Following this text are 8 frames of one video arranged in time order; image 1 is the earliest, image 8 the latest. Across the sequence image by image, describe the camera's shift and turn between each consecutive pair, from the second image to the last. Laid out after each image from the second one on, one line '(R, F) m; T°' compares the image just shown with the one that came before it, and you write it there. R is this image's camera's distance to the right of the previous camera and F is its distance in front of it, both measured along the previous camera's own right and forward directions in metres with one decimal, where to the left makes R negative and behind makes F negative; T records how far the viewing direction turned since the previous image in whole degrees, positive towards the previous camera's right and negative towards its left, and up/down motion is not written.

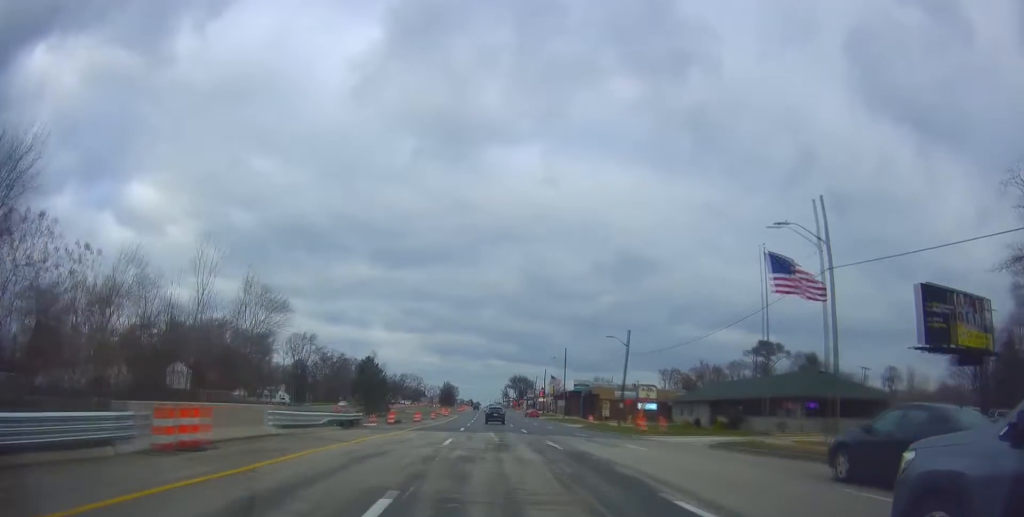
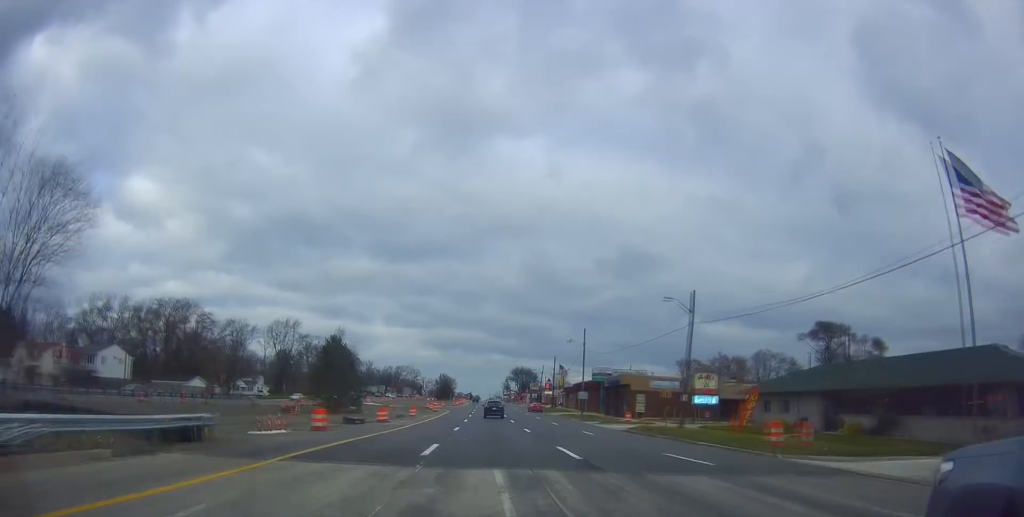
(-0.4, +19.9) m; 0°
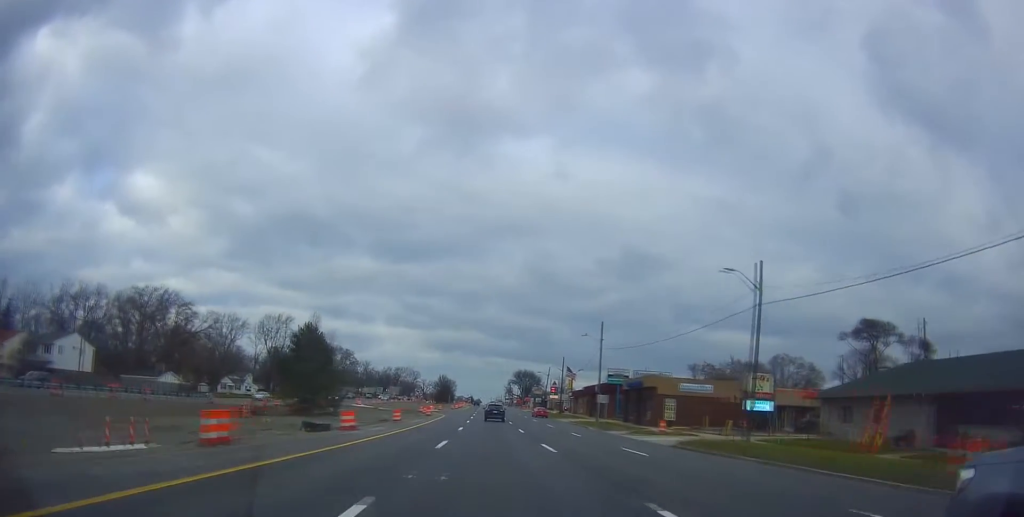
(+0.4, +10.8) m; 0°
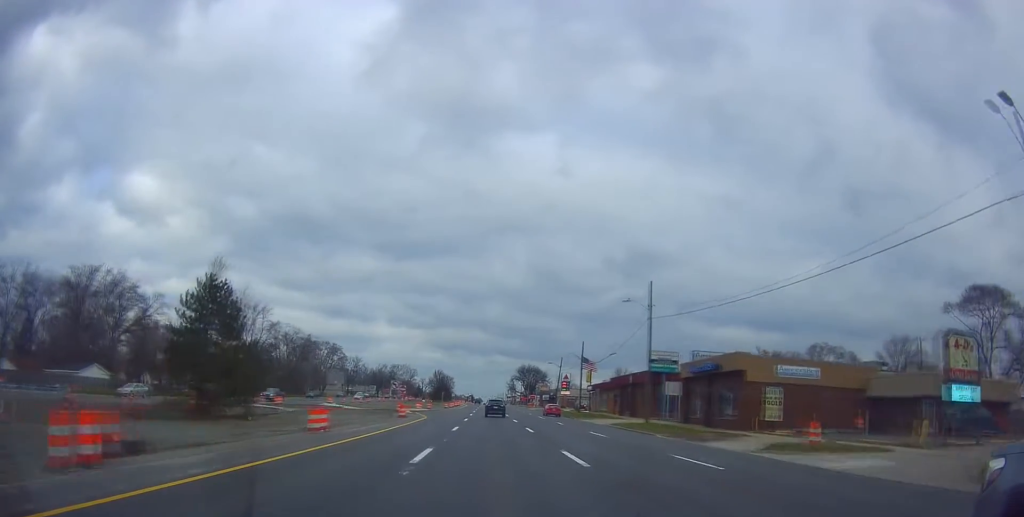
(-0.3, +21.8) m; 0°
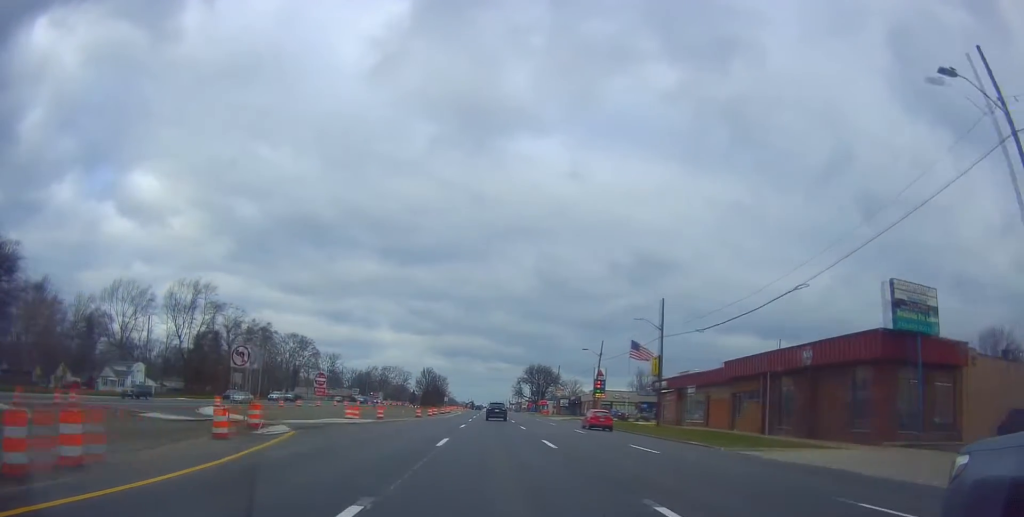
(+0.6, +40.2) m; +1°
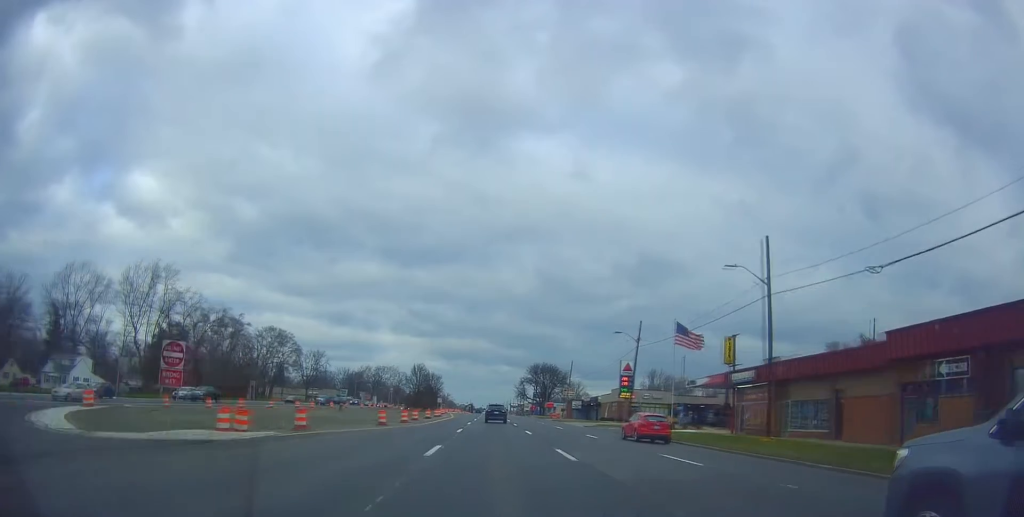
(0.0, +20.0) m; 0°
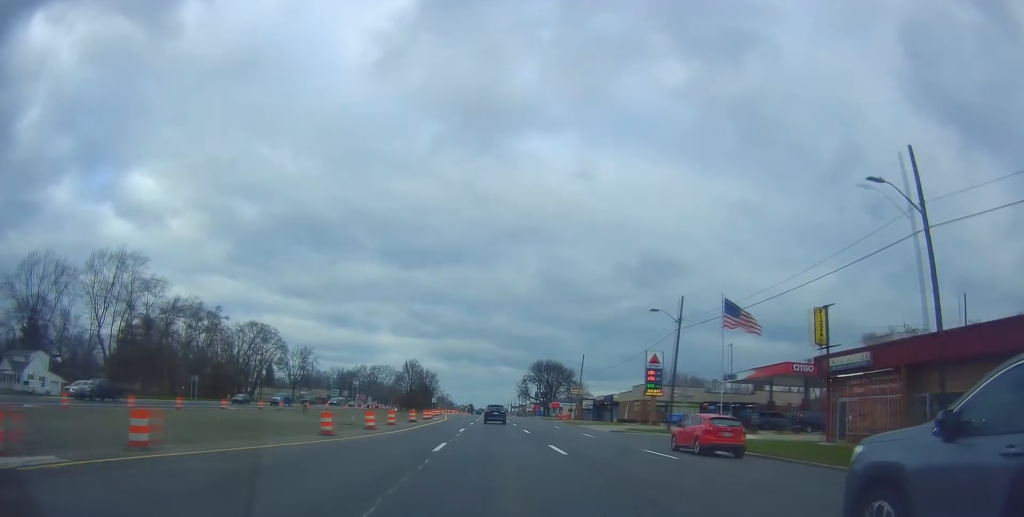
(+0.1, +13.4) m; +1°
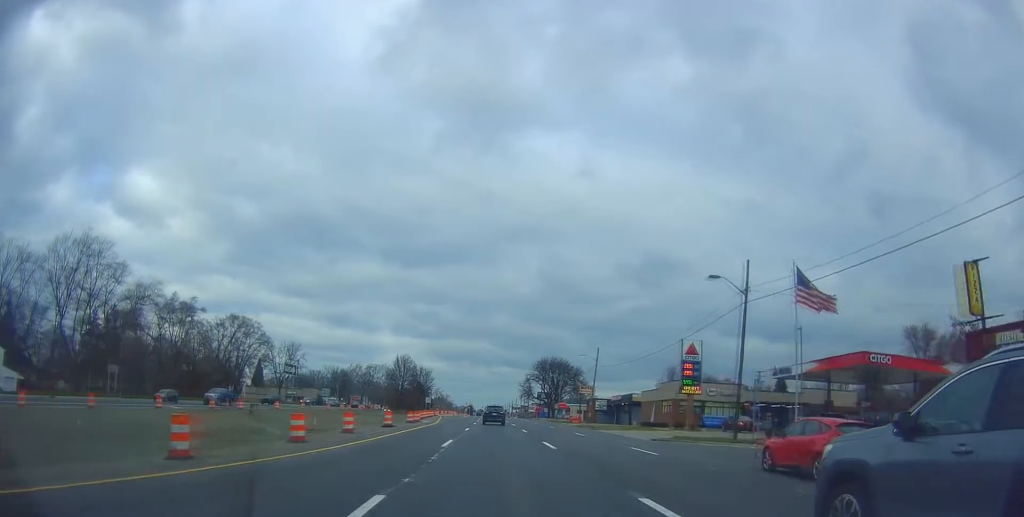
(0.0, +12.7) m; 0°
